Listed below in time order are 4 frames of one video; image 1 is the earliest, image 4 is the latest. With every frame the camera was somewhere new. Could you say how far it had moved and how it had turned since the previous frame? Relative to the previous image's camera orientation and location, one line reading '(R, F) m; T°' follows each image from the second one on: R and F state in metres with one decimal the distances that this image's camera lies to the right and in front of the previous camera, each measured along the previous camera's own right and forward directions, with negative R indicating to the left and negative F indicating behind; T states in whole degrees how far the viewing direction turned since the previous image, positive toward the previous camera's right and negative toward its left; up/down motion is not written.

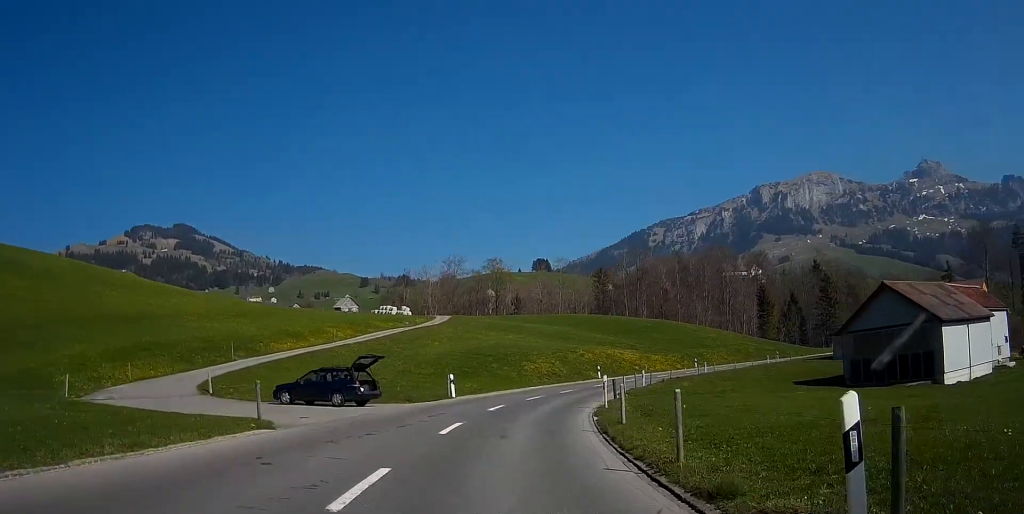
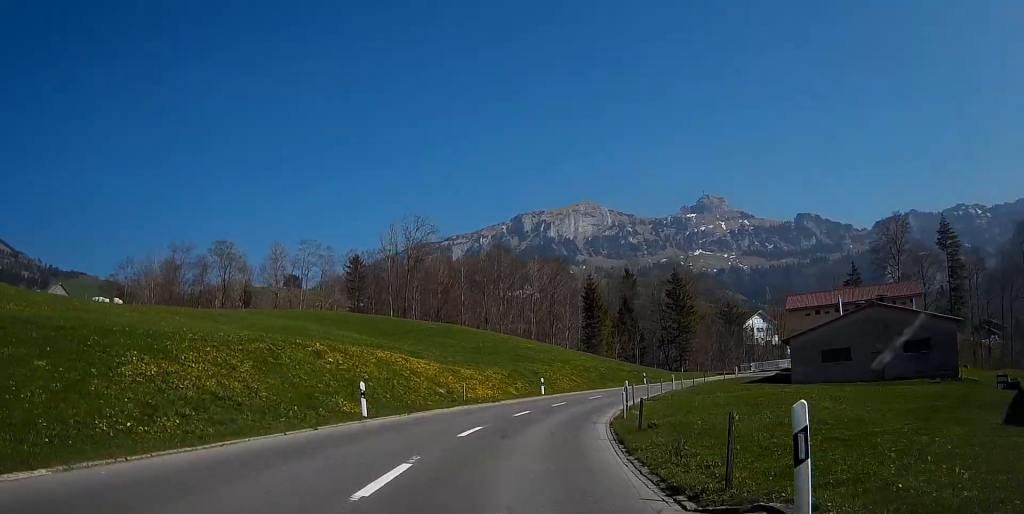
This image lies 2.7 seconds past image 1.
(+6.5, +40.0) m; +19°
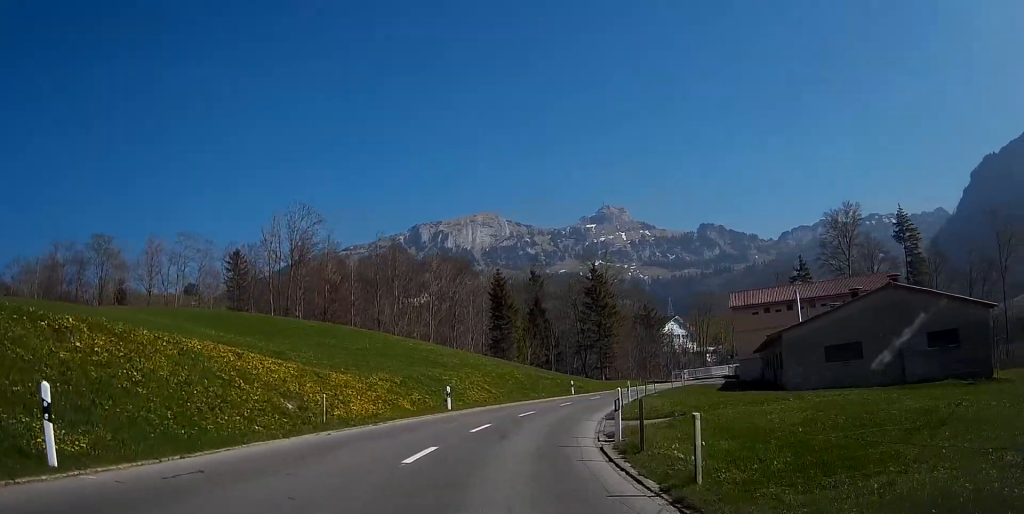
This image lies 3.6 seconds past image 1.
(+0.7, +13.2) m; +6°
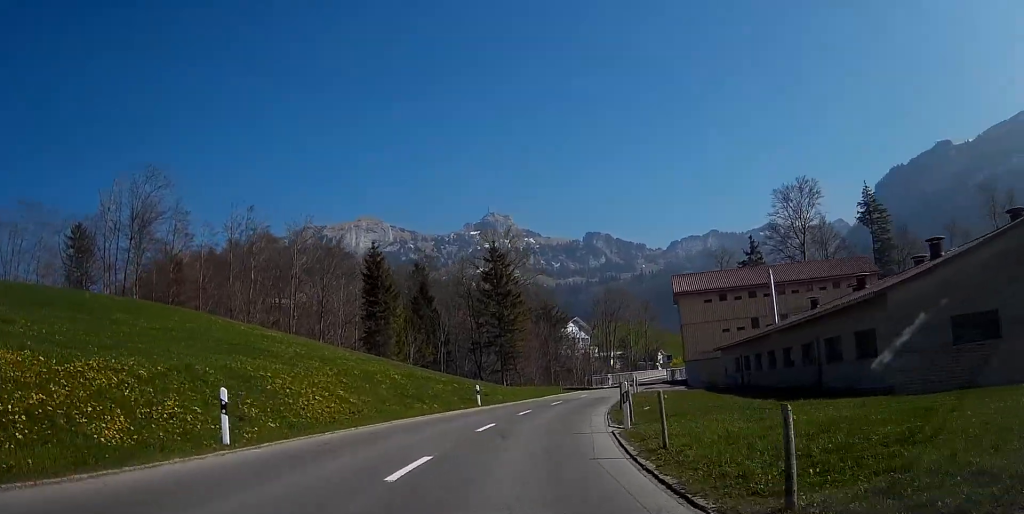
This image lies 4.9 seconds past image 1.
(+1.6, +18.5) m; +9°
